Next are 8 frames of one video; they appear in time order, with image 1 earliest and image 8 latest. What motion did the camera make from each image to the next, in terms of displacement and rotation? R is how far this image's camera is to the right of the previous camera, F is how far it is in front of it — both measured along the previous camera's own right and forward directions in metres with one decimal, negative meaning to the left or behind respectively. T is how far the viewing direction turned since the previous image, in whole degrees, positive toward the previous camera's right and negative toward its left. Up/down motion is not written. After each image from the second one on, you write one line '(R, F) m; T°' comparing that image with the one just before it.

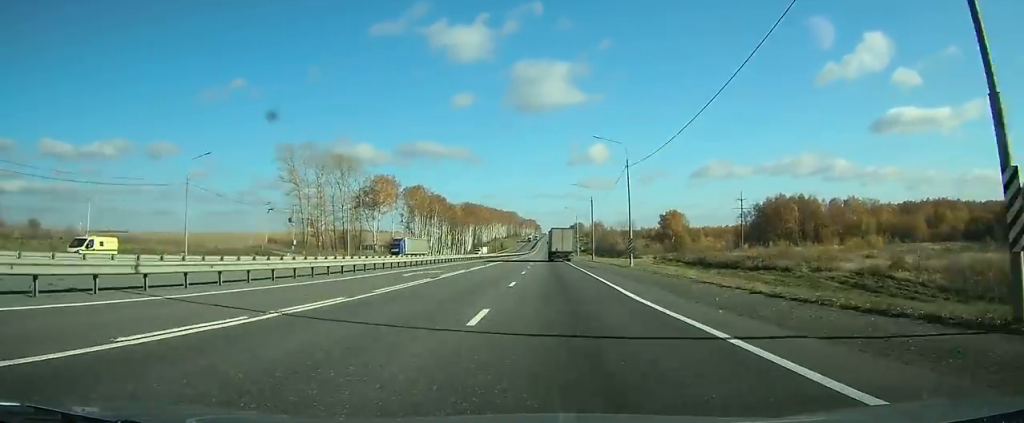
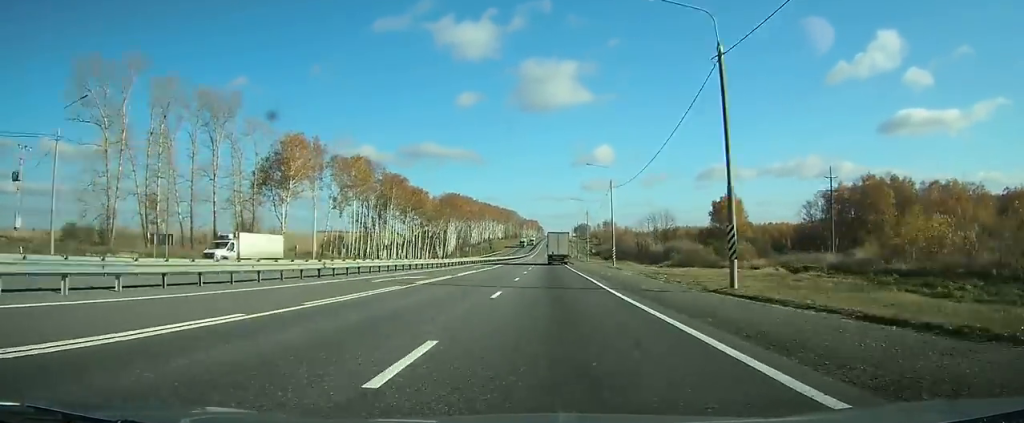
(-0.7, +66.5) m; -1°
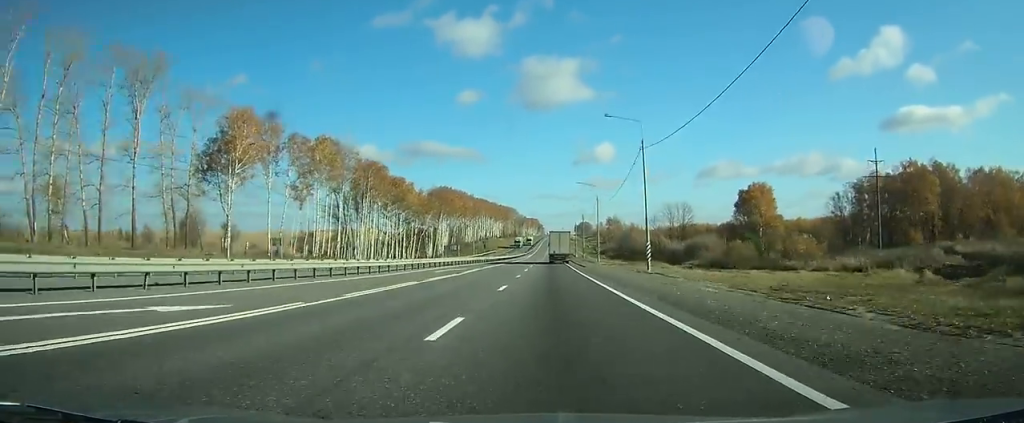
(0.0, +21.9) m; 0°
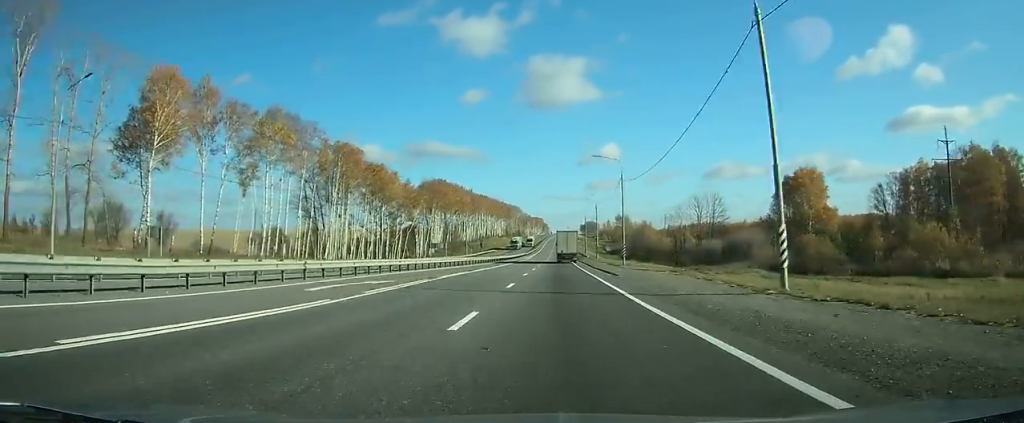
(0.0, +23.4) m; 0°
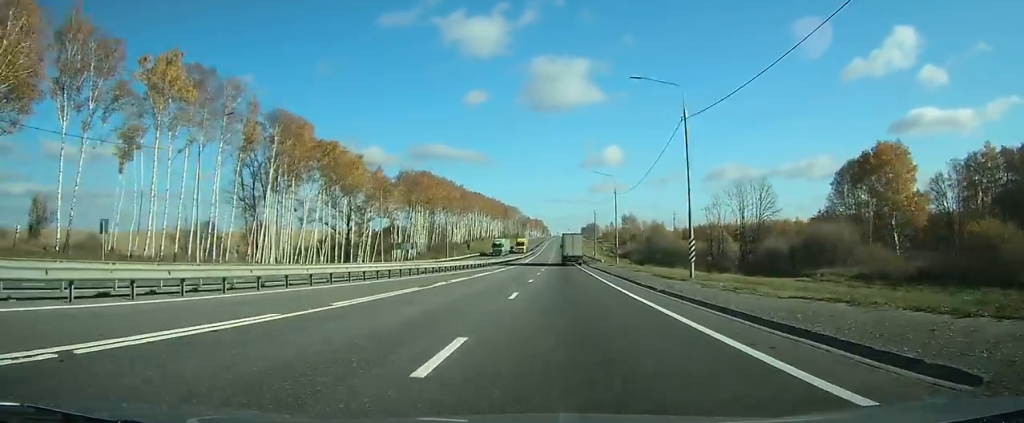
(0.0, +27.4) m; 0°
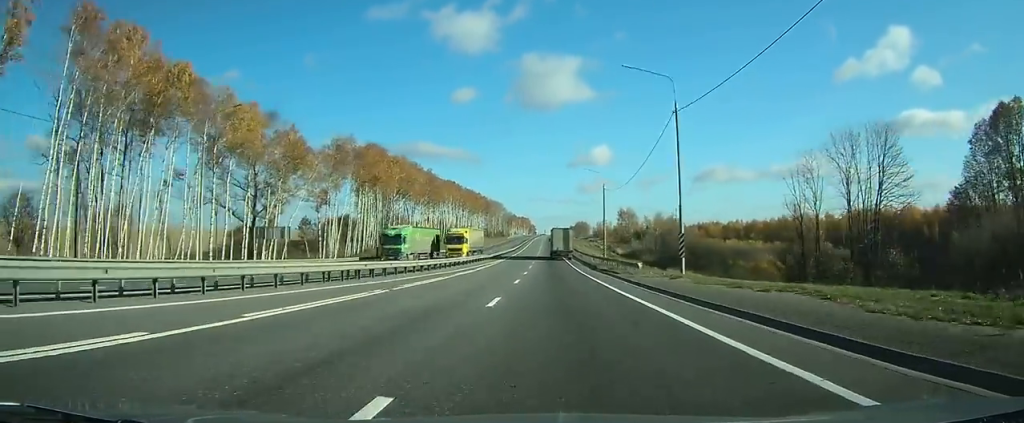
(+0.1, +38.8) m; 0°
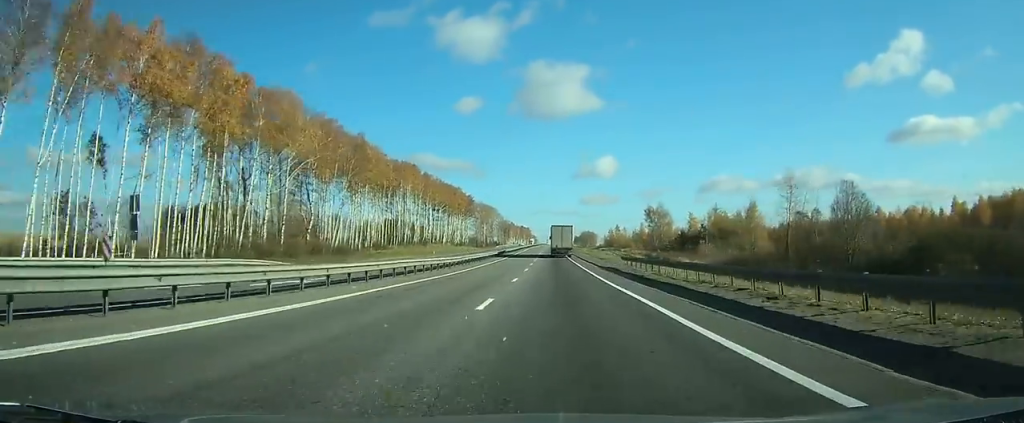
(+0.2, +70.3) m; 0°
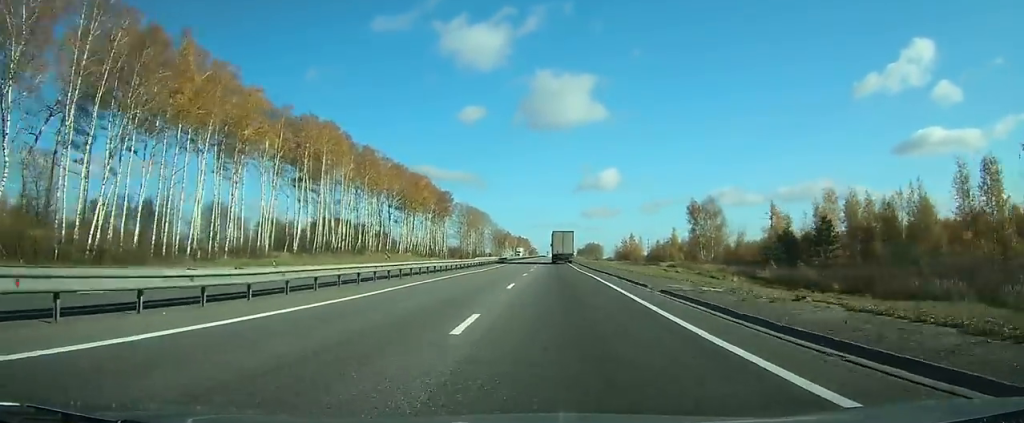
(+0.1, +65.6) m; 0°
